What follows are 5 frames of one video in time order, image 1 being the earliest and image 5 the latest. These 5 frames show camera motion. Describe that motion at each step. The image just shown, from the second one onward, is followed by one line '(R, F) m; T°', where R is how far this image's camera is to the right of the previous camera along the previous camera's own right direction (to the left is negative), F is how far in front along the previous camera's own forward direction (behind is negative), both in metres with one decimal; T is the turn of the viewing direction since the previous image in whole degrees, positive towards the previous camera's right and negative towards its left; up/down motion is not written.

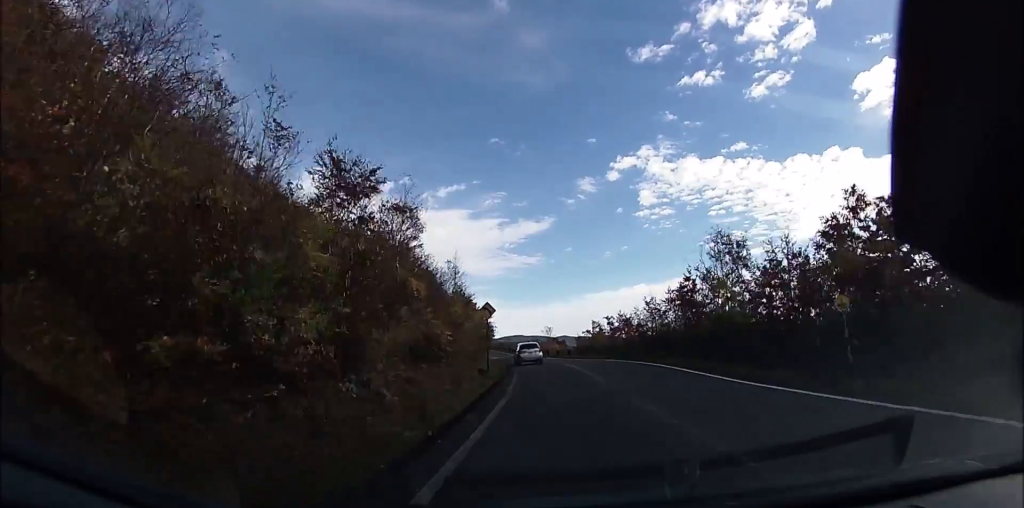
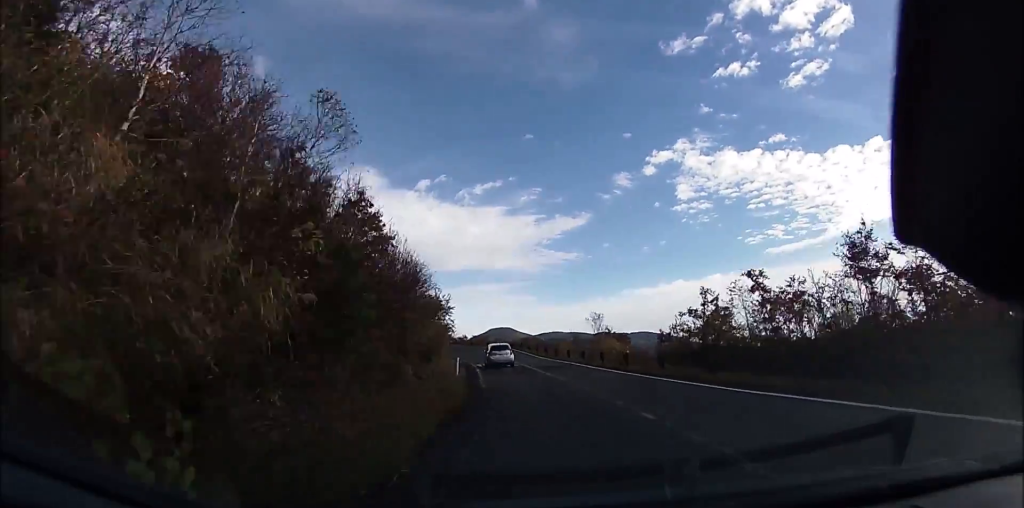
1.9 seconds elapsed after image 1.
(-0.8, +23.9) m; -5°
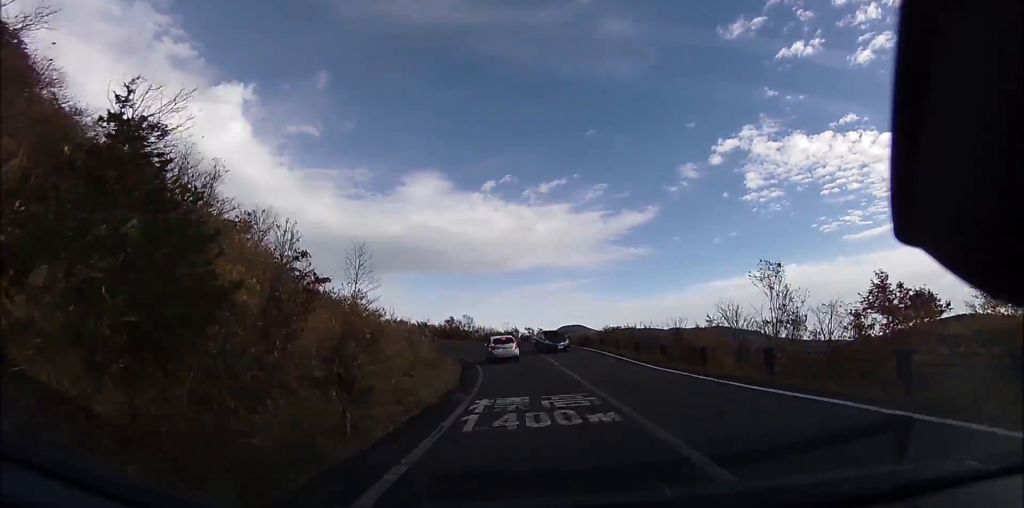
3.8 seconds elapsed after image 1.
(-1.4, +21.2) m; -9°
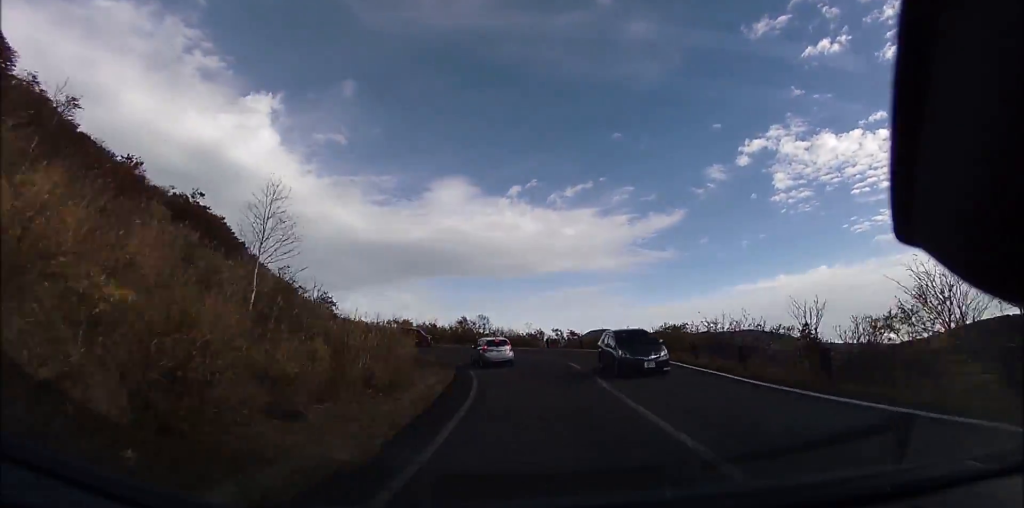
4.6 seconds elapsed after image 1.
(-0.6, +9.1) m; -4°
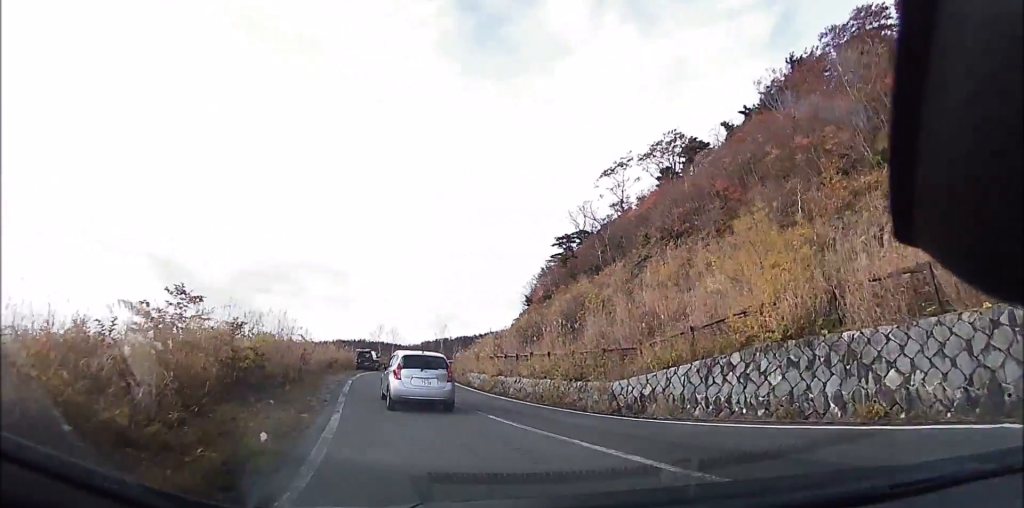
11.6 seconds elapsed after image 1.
(-20.2, +29.7) m; -152°
